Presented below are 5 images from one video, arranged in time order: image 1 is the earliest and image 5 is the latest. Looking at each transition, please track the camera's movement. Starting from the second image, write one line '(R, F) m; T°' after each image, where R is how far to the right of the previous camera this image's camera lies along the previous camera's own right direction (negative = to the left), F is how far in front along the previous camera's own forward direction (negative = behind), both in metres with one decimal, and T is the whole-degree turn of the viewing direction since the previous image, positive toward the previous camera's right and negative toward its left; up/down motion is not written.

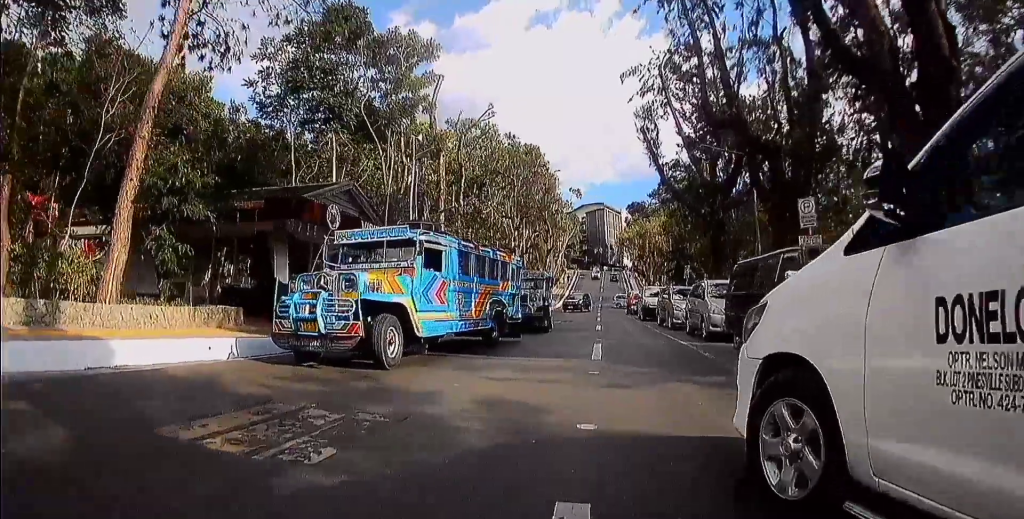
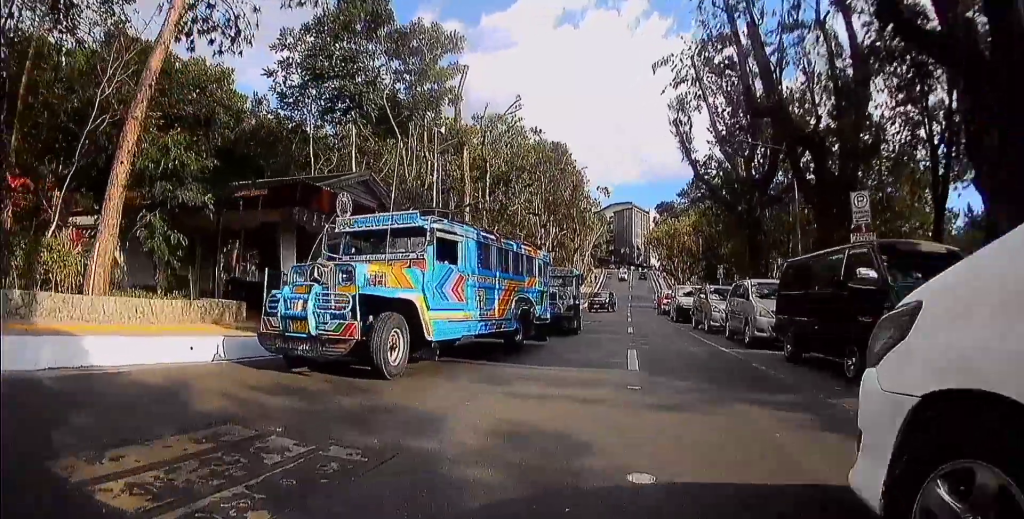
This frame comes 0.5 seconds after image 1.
(0.0, +1.2) m; +1°
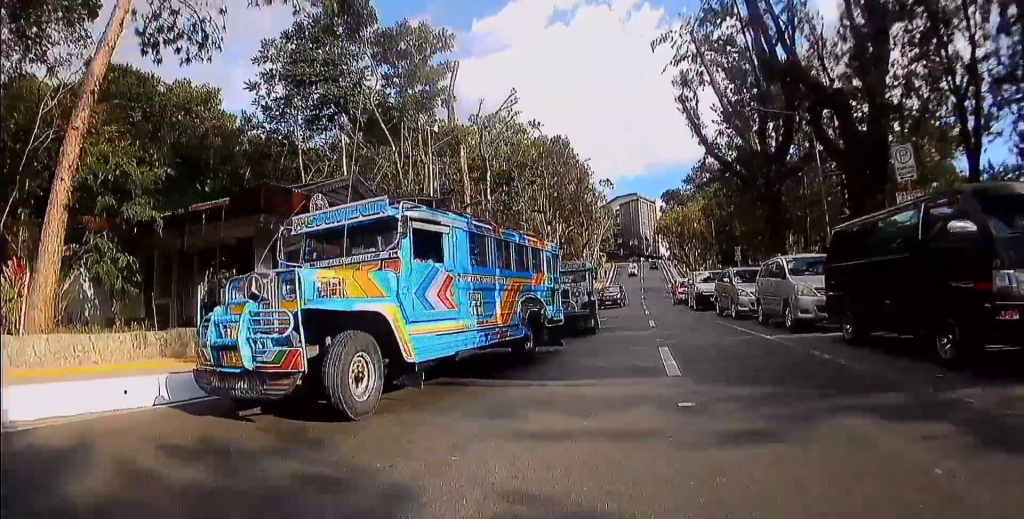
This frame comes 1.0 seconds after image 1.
(0.0, +1.2) m; +1°
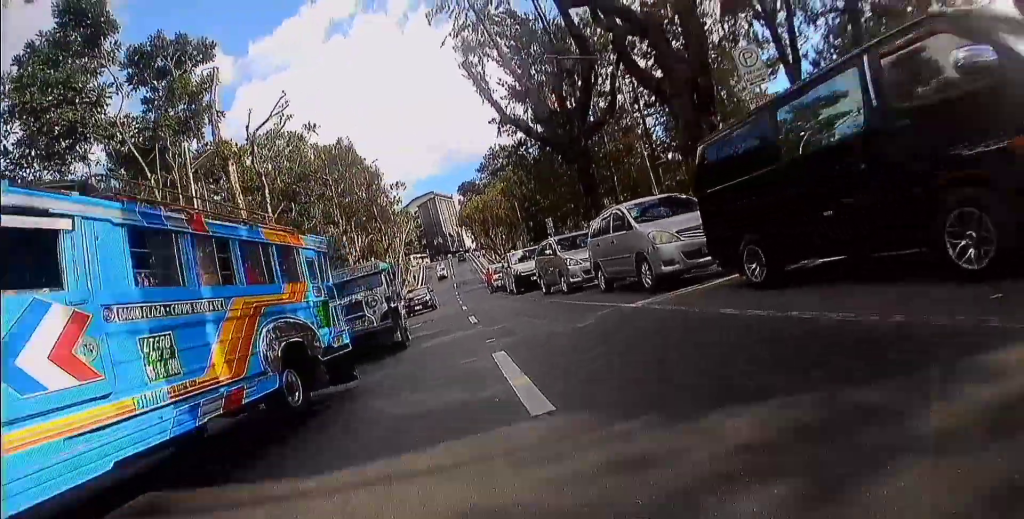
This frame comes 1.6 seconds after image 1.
(0.0, +2.2) m; +2°
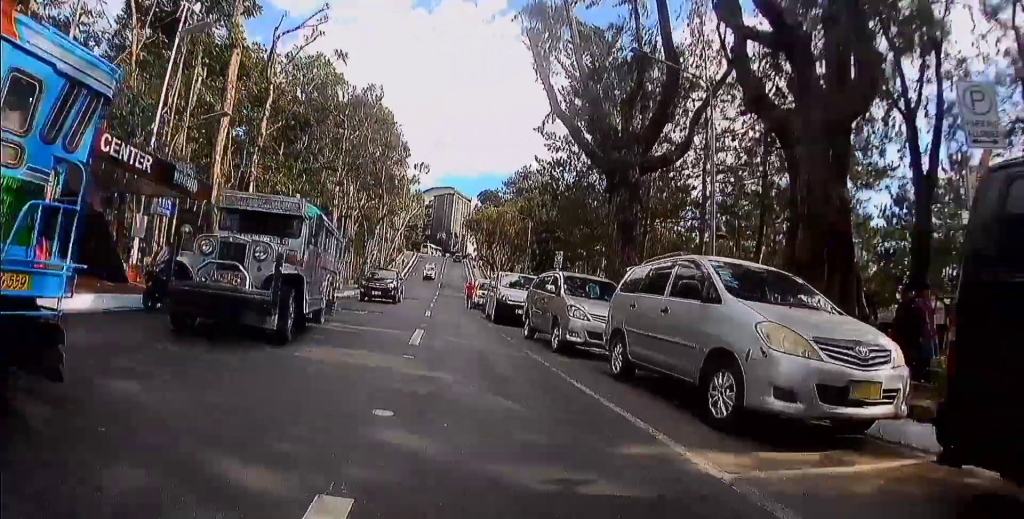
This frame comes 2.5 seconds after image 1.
(+0.1, +3.3) m; +2°
